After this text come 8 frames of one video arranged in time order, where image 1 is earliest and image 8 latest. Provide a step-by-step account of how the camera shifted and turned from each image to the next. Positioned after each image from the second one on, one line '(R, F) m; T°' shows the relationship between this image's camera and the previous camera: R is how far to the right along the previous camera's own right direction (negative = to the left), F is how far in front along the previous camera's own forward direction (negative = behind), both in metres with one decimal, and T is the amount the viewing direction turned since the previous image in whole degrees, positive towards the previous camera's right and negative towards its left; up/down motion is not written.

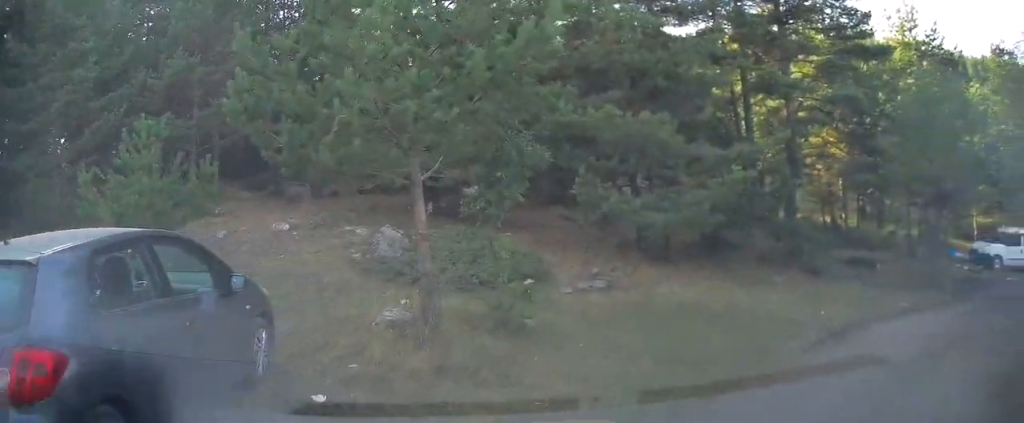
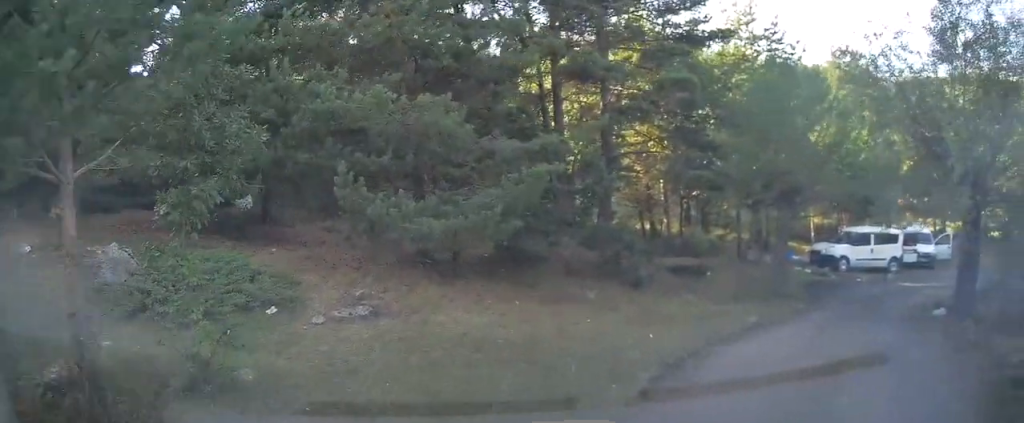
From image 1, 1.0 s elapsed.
(+0.2, +2.2) m; +10°
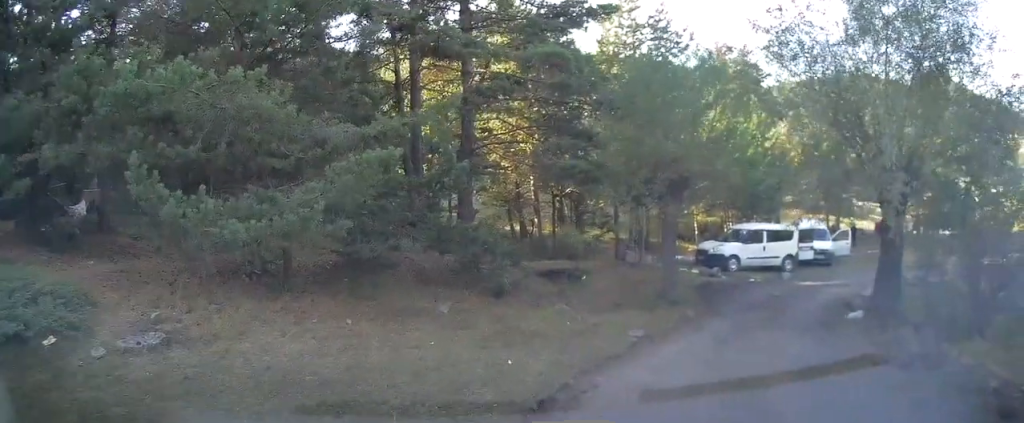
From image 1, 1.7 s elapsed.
(+0.1, +1.7) m; +10°
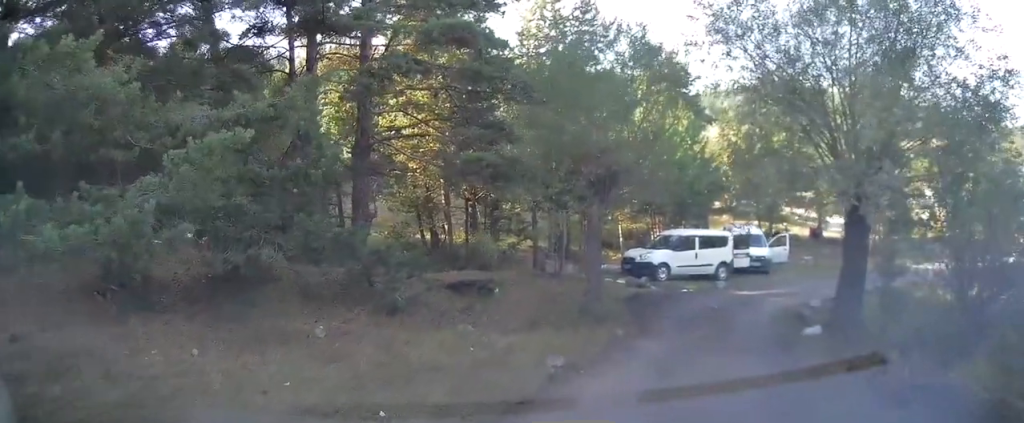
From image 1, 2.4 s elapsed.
(+0.1, +1.7) m; +11°
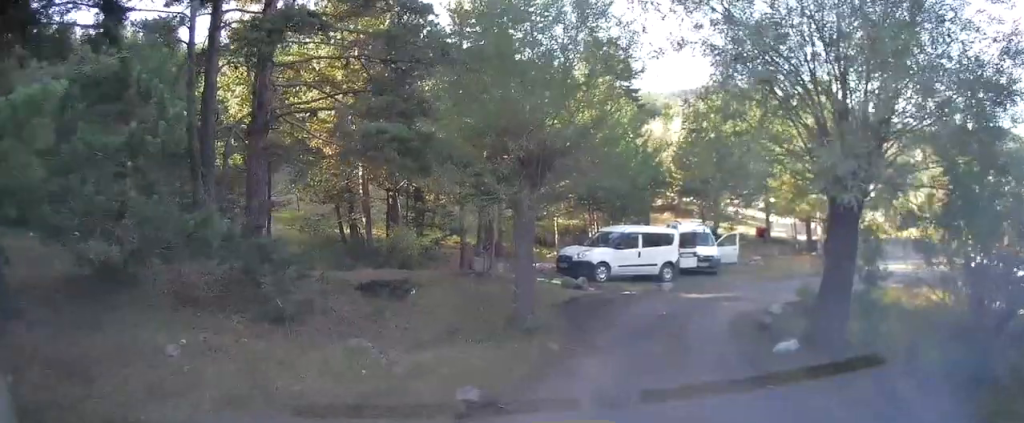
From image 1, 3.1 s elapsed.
(+0.2, +1.8) m; +5°
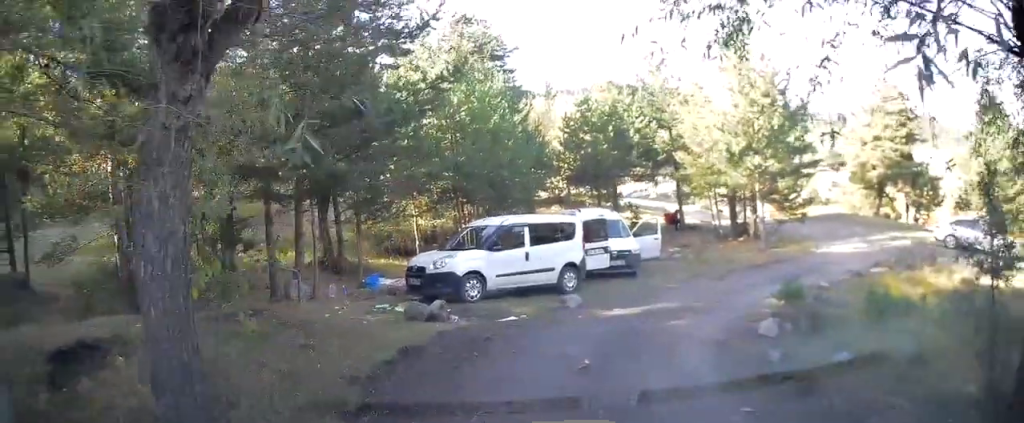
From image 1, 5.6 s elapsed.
(+0.6, +6.3) m; +9°
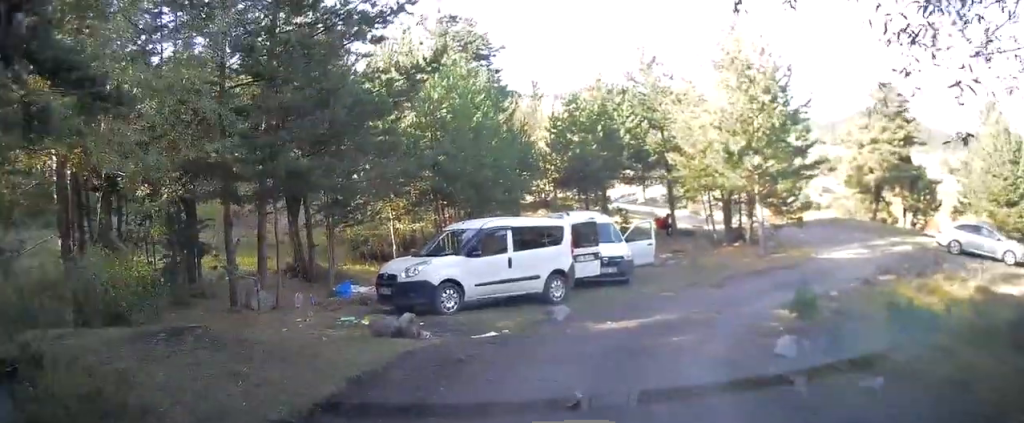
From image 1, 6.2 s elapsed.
(-0.1, +1.4) m; +4°
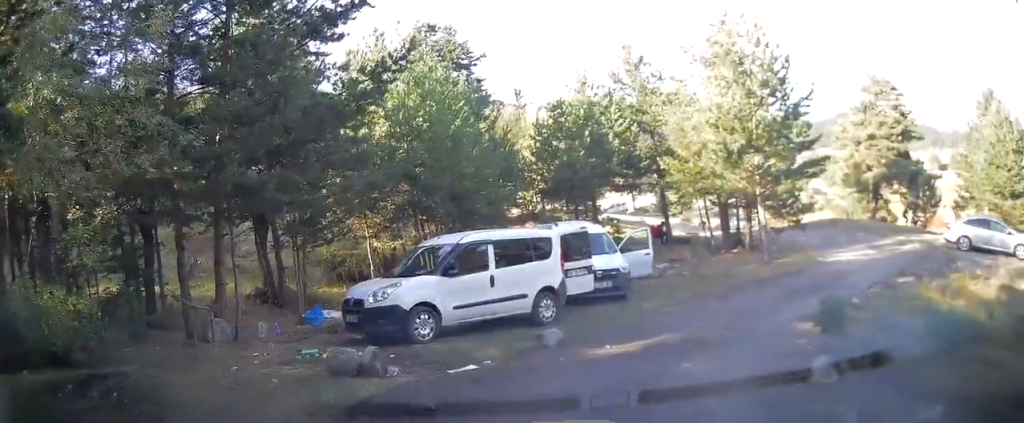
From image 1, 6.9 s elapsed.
(+0.2, +1.5) m; +7°
